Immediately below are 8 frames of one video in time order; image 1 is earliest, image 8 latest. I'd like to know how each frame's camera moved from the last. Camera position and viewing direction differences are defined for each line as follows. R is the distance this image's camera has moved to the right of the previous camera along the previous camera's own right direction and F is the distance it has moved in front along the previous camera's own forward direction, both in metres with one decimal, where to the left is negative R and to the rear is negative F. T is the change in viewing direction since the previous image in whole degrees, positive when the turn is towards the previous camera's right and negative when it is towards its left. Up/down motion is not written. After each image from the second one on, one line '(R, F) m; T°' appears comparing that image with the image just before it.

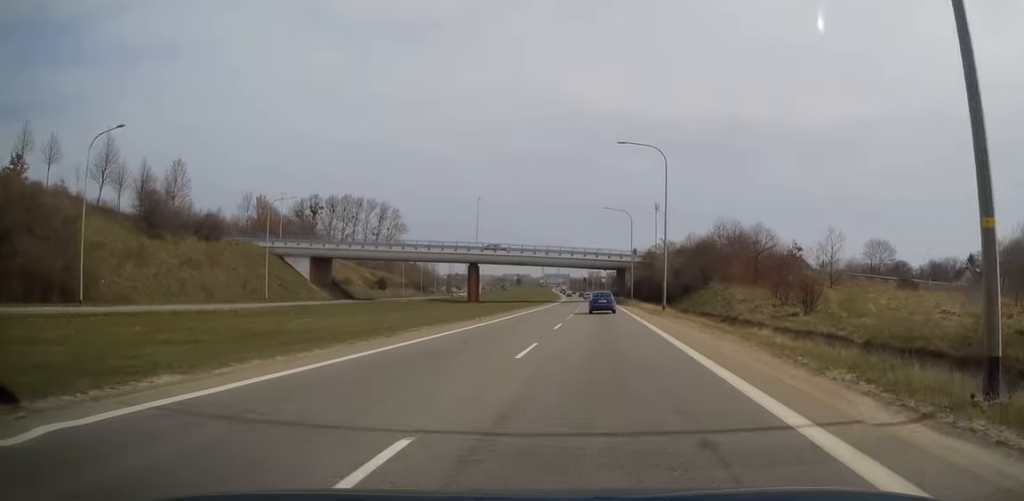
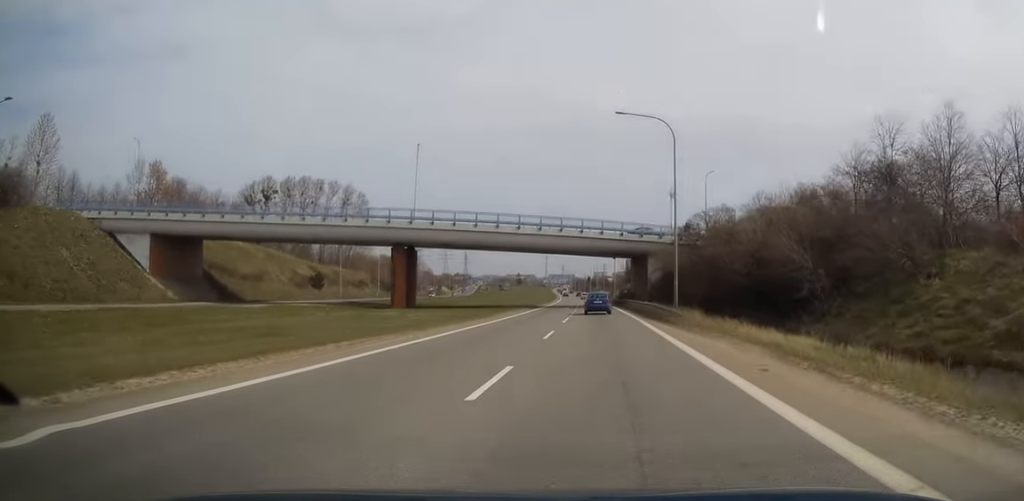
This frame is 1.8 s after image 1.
(-0.2, +41.2) m; -1°
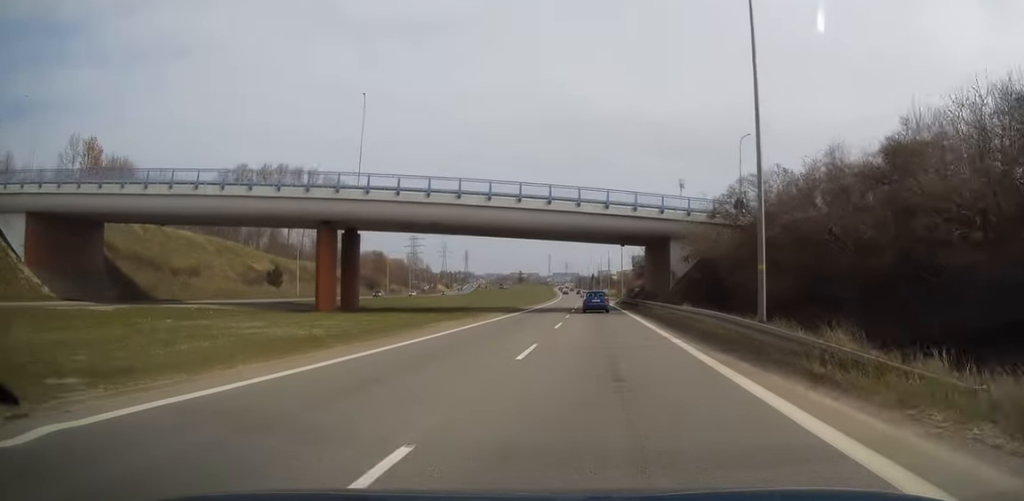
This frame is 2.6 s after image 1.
(0.0, +18.4) m; 0°
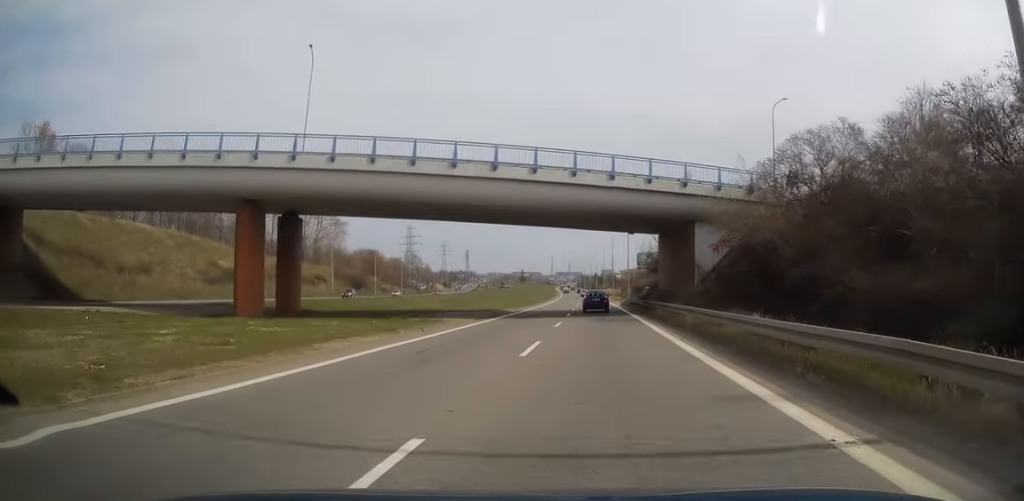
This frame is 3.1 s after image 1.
(0.0, +11.5) m; -1°
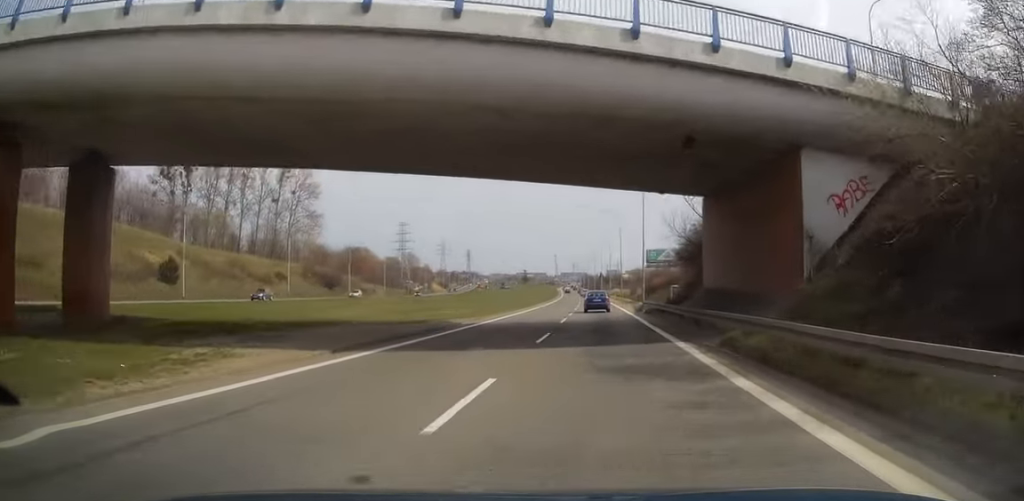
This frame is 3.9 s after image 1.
(-0.1, +19.5) m; -1°
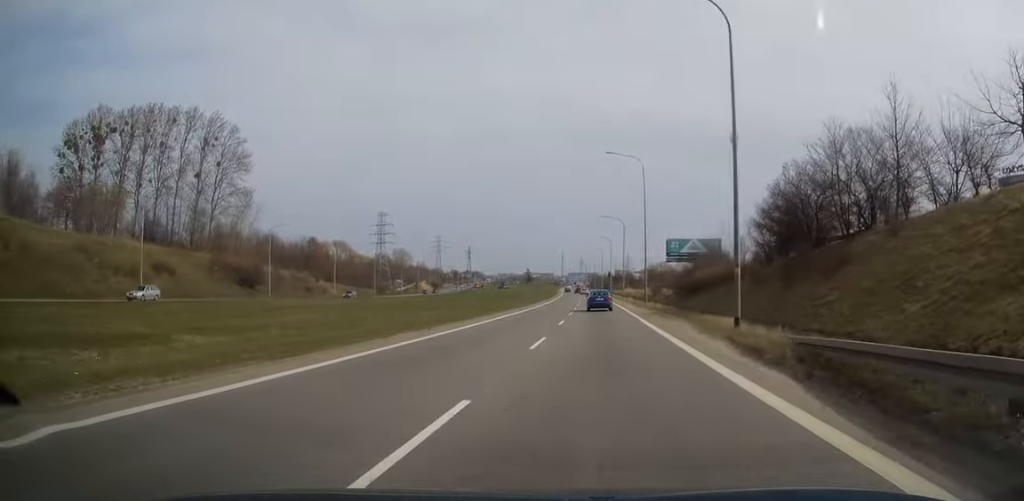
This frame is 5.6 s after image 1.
(+0.1, +37.7) m; 0°
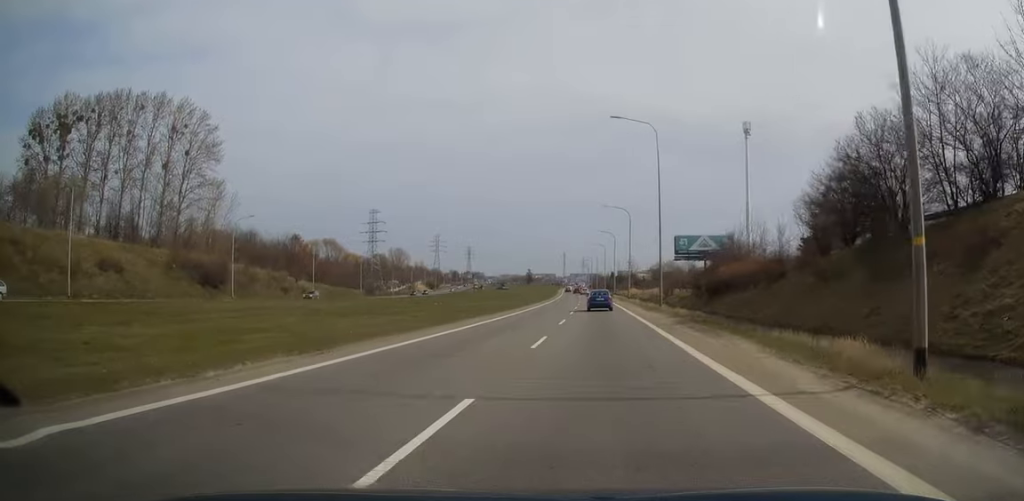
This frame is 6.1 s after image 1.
(-0.2, +11.7) m; -1°
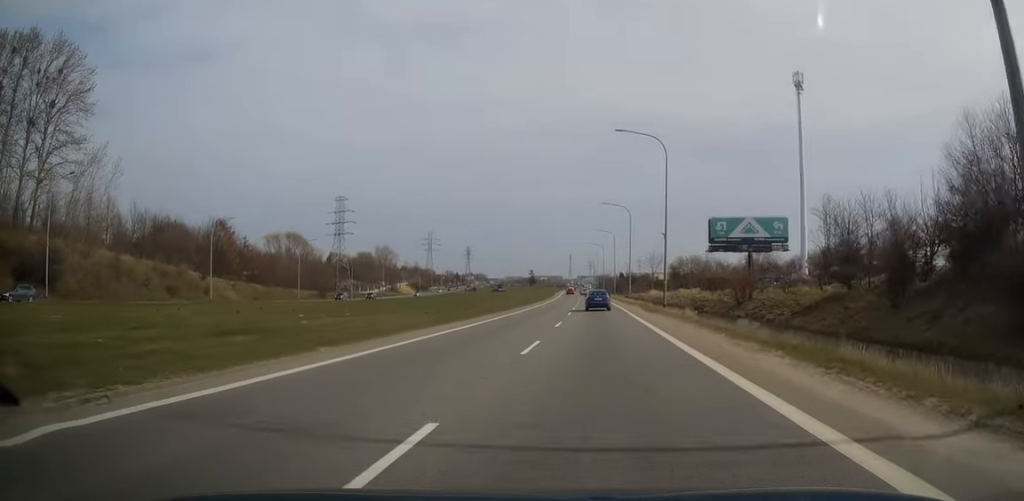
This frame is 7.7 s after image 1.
(-0.5, +37.1) m; -1°
